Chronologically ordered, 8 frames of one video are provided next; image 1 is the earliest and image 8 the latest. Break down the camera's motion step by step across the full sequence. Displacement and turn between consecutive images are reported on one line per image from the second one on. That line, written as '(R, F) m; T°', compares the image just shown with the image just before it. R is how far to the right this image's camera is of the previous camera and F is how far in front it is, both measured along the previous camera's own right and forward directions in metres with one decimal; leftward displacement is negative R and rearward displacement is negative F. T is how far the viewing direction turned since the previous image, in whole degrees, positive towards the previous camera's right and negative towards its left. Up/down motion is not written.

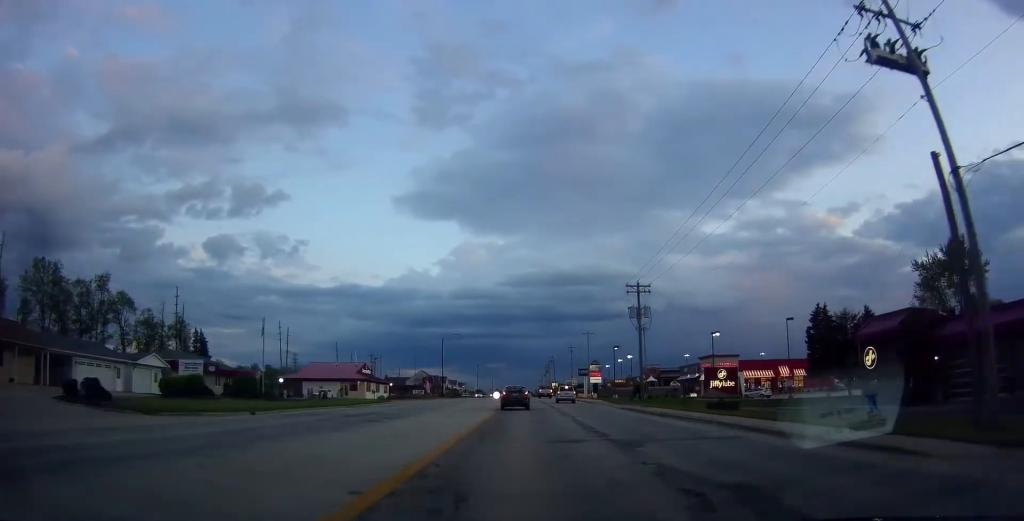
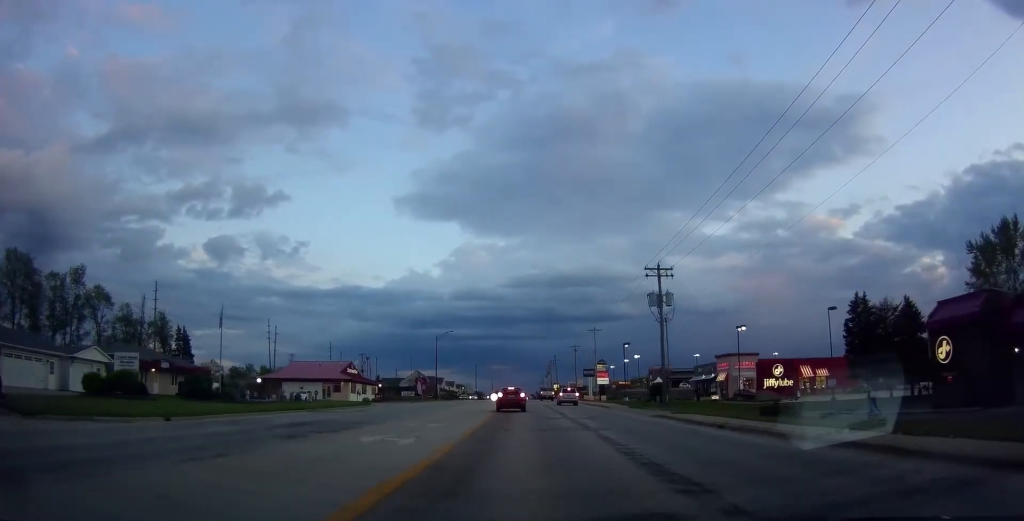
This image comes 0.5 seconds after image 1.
(+0.3, +8.8) m; 0°
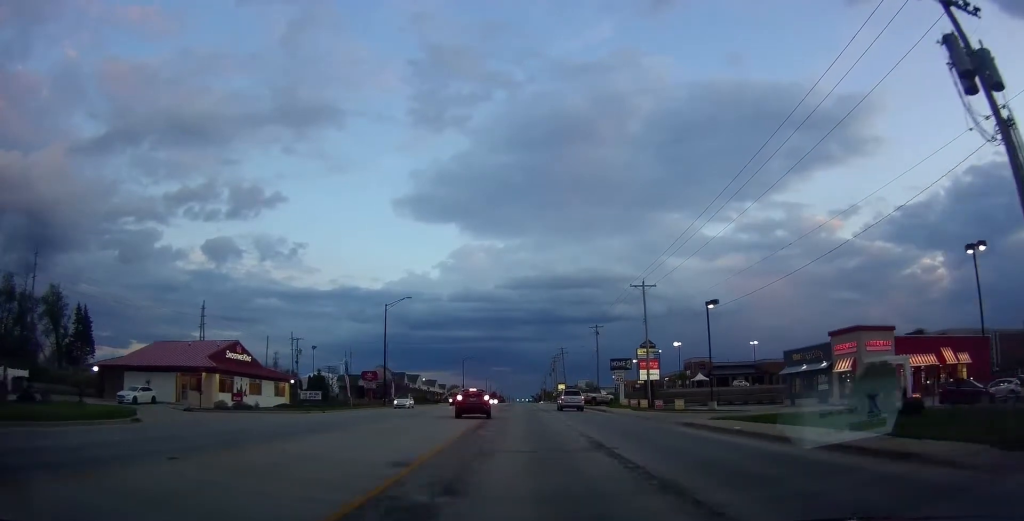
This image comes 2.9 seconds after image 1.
(-0.7, +39.3) m; 0°
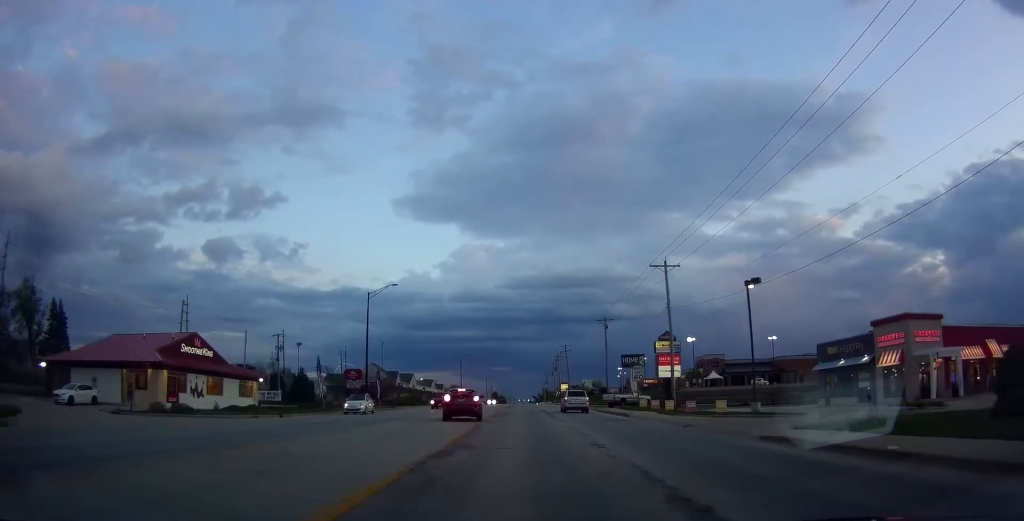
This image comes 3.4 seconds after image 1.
(-0.2, +8.4) m; 0°
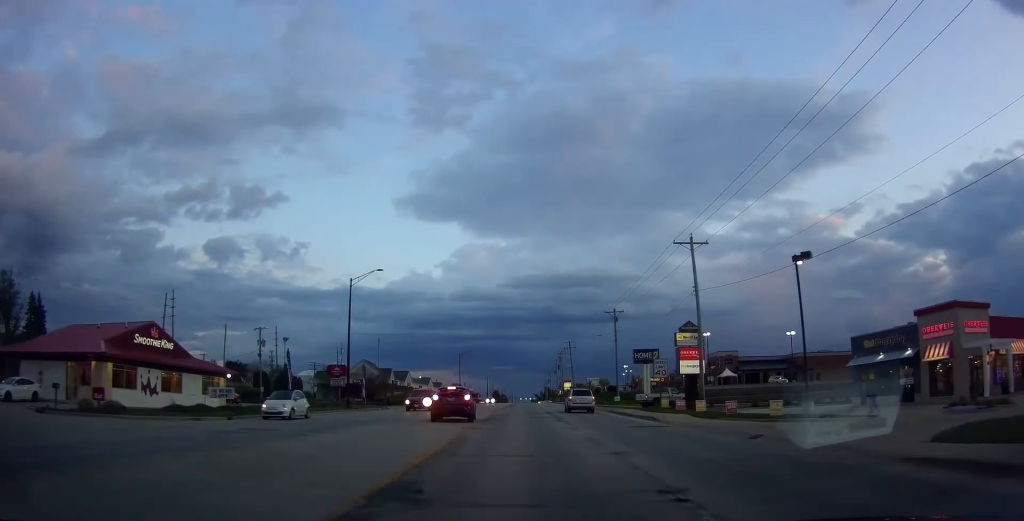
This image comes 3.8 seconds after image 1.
(+0.2, +7.3) m; 0°
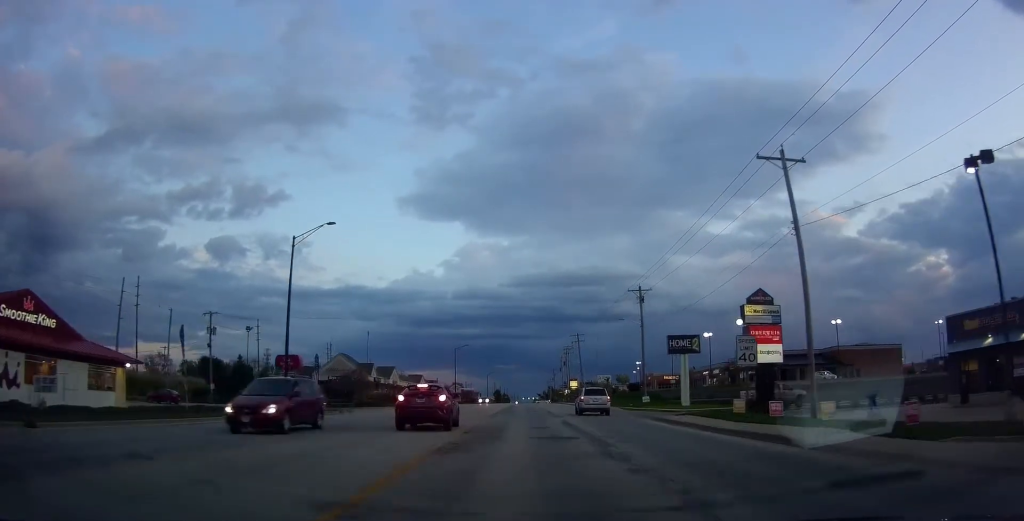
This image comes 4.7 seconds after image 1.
(+0.1, +14.6) m; 0°
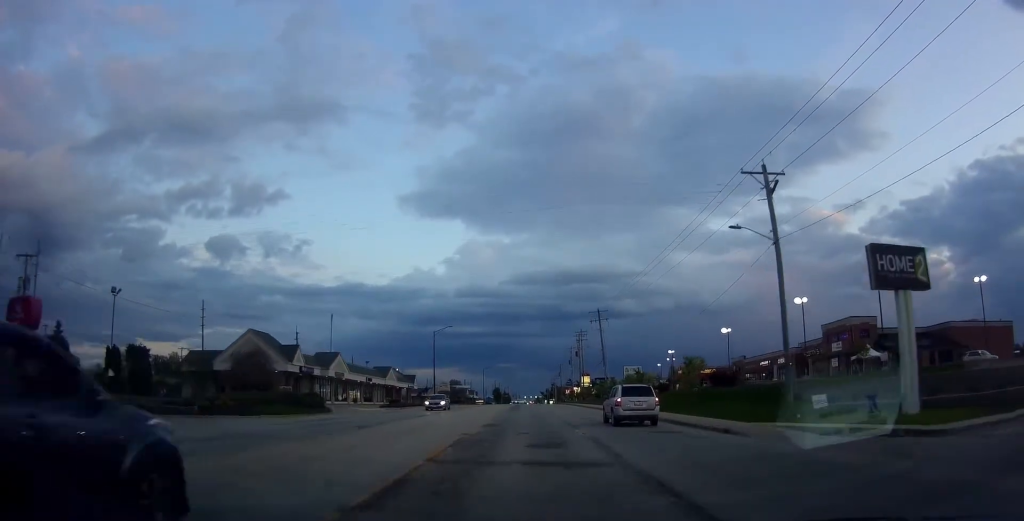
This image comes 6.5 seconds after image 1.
(-0.4, +31.0) m; 0°
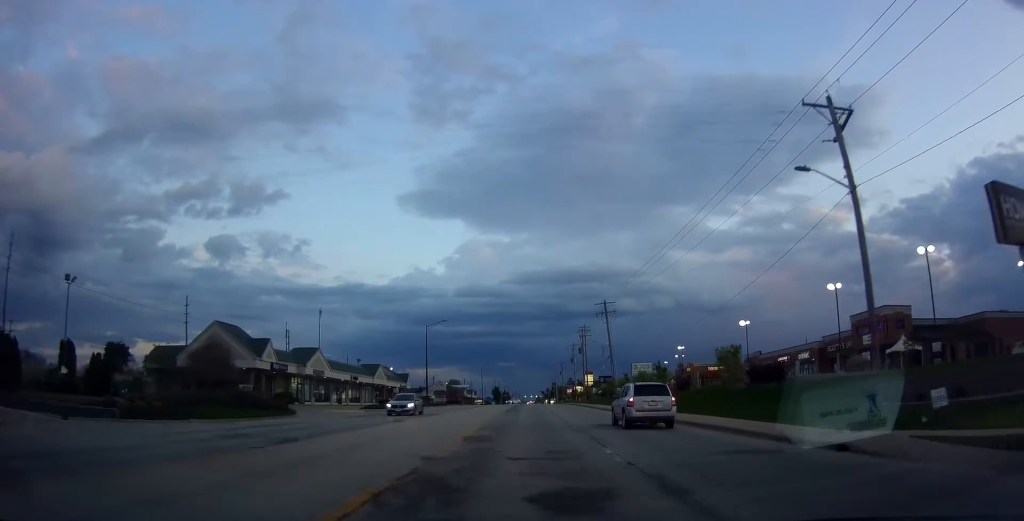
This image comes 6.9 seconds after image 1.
(+0.2, +7.8) m; -1°
